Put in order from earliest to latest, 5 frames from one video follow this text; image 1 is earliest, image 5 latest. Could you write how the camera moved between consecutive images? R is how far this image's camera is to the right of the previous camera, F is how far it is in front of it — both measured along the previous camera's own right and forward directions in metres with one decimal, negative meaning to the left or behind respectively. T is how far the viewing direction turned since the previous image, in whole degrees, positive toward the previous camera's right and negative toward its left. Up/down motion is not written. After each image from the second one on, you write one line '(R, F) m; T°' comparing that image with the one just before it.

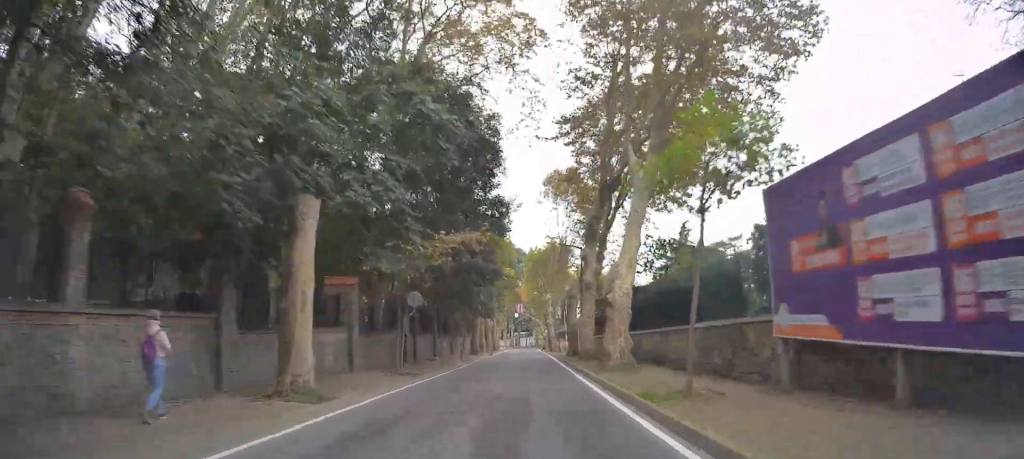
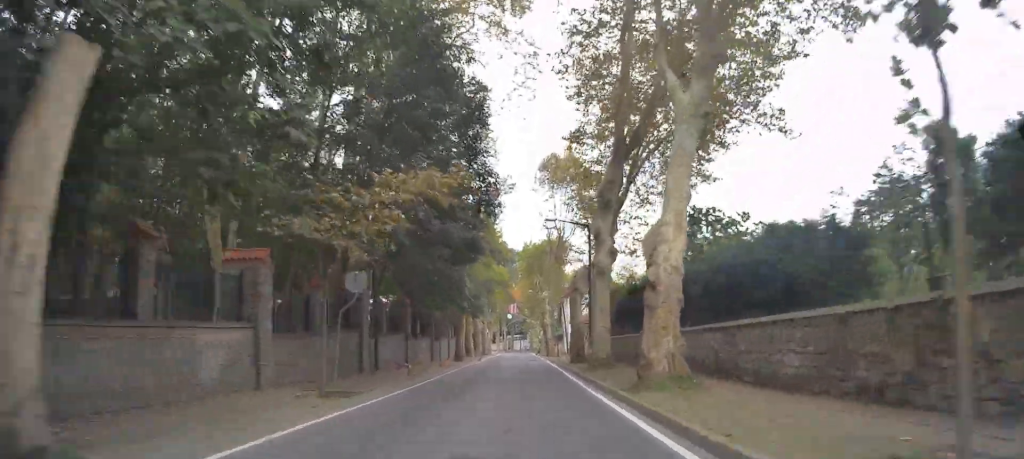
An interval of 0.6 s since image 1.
(-0.1, +7.6) m; 0°
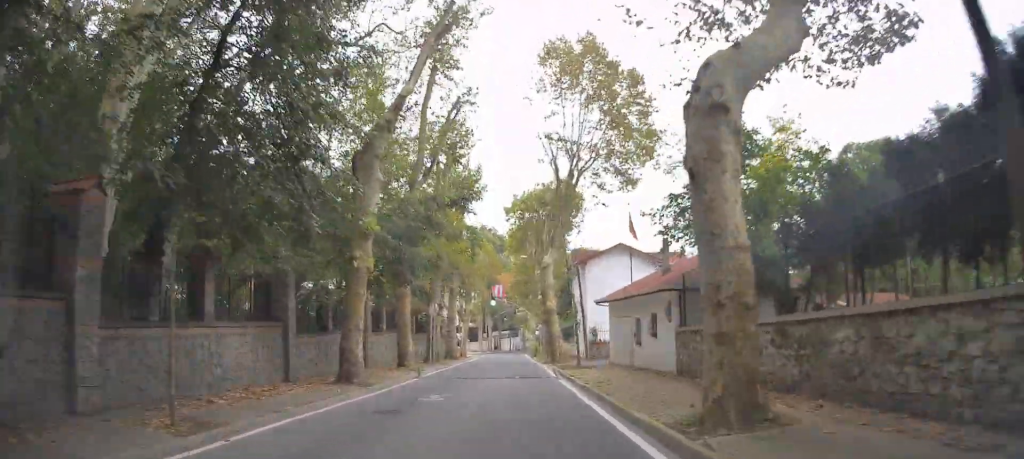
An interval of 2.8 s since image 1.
(+0.3, +25.4) m; +2°
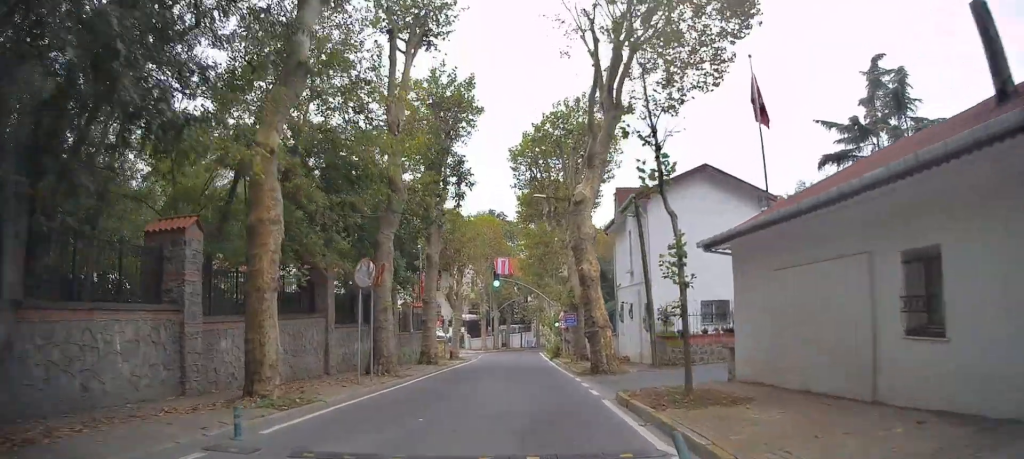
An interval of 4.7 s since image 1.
(-0.2, +15.7) m; -5°
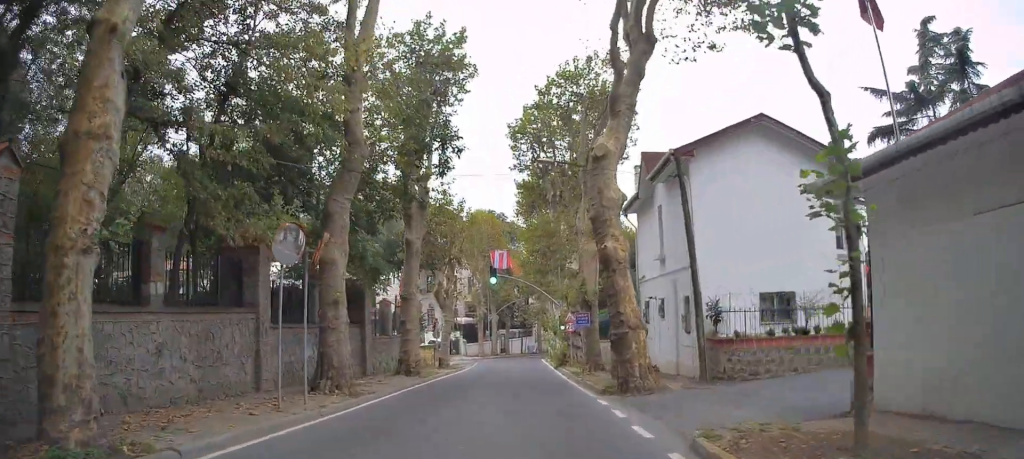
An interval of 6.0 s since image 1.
(-0.3, +6.6) m; -6°
